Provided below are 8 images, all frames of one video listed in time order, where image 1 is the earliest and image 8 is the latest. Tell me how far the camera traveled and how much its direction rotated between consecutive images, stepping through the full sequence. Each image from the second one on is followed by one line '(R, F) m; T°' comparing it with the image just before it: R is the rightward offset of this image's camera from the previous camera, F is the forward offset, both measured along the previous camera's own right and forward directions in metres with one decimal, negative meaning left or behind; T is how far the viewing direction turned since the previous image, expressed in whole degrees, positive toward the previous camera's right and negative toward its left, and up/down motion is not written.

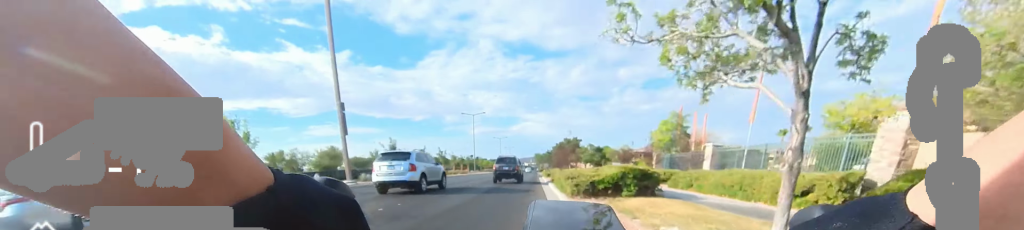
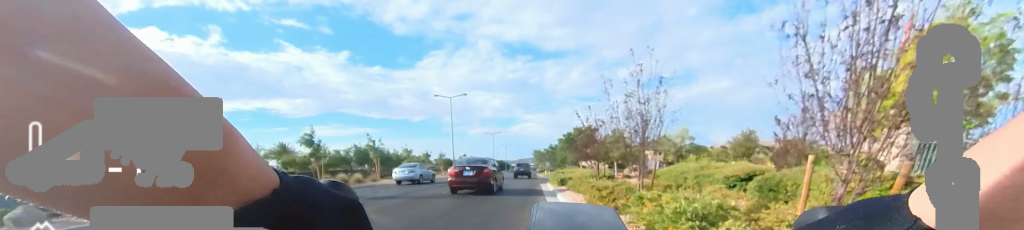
(+2.1, +19.4) m; +8°
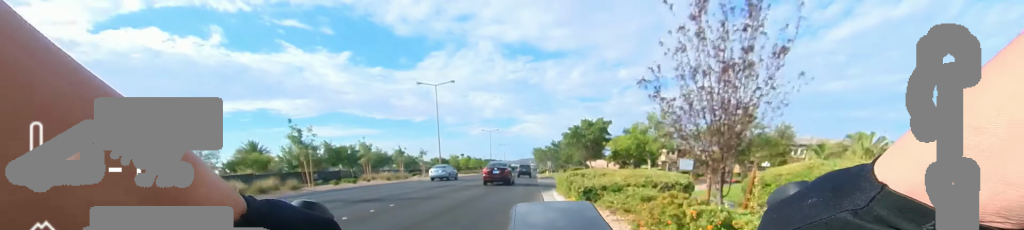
(0.0, +8.6) m; 0°
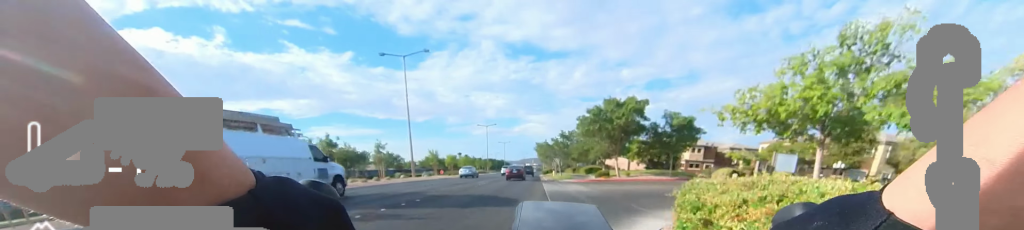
(0.0, +12.3) m; 0°
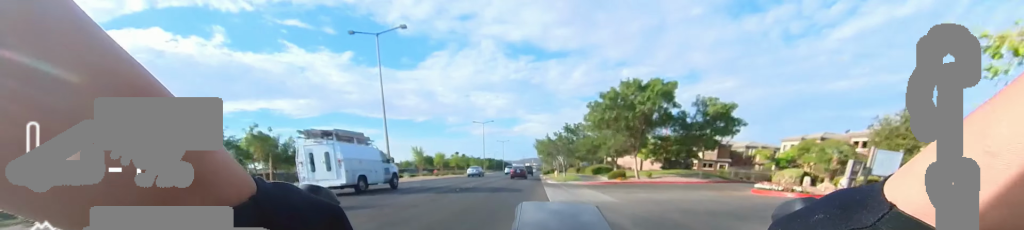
(0.0, +5.8) m; 0°
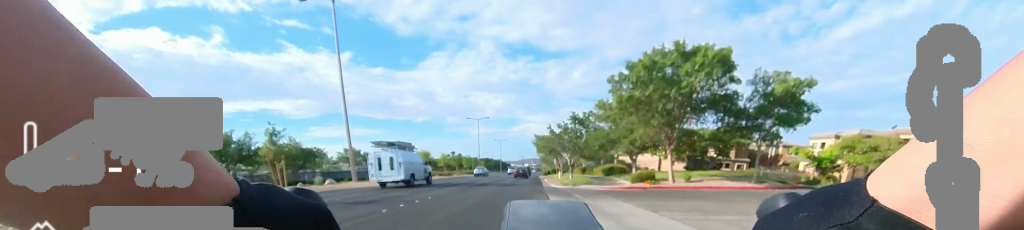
(0.0, +6.2) m; 0°
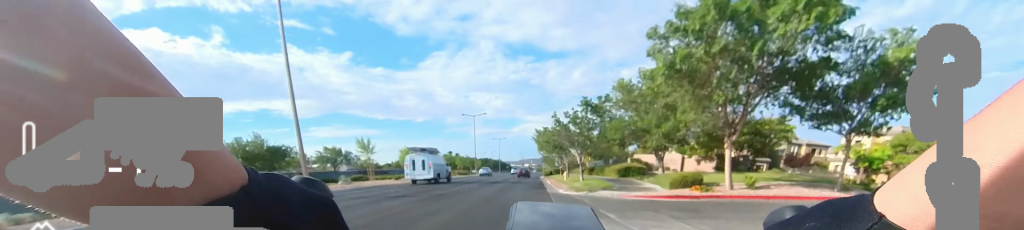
(0.0, +5.5) m; 0°
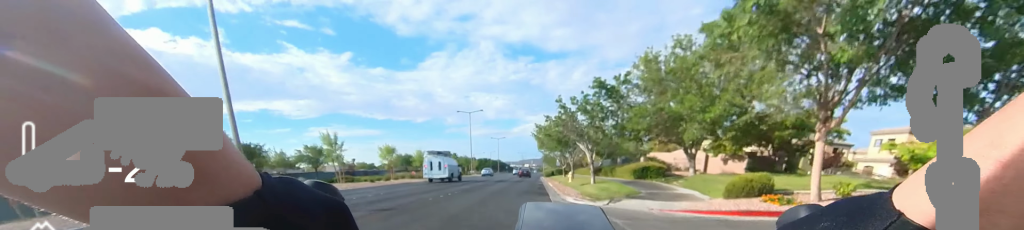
(0.0, +4.4) m; 0°
